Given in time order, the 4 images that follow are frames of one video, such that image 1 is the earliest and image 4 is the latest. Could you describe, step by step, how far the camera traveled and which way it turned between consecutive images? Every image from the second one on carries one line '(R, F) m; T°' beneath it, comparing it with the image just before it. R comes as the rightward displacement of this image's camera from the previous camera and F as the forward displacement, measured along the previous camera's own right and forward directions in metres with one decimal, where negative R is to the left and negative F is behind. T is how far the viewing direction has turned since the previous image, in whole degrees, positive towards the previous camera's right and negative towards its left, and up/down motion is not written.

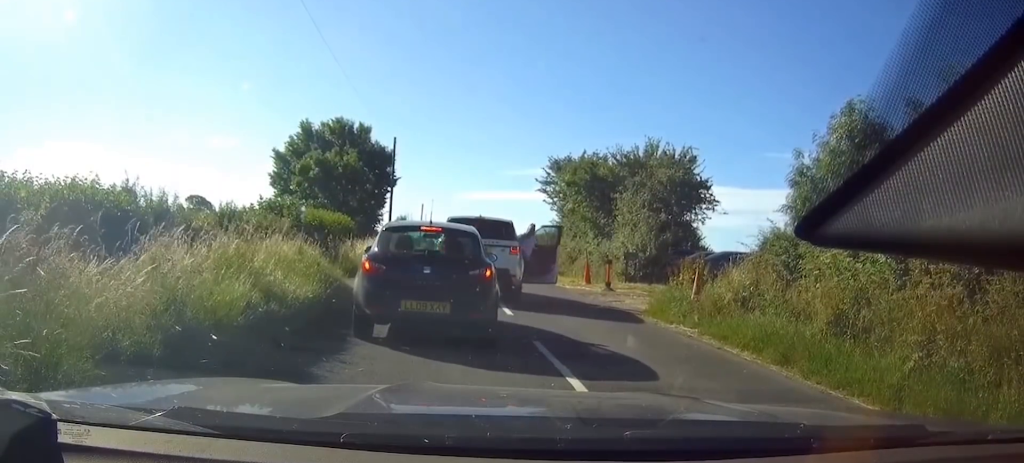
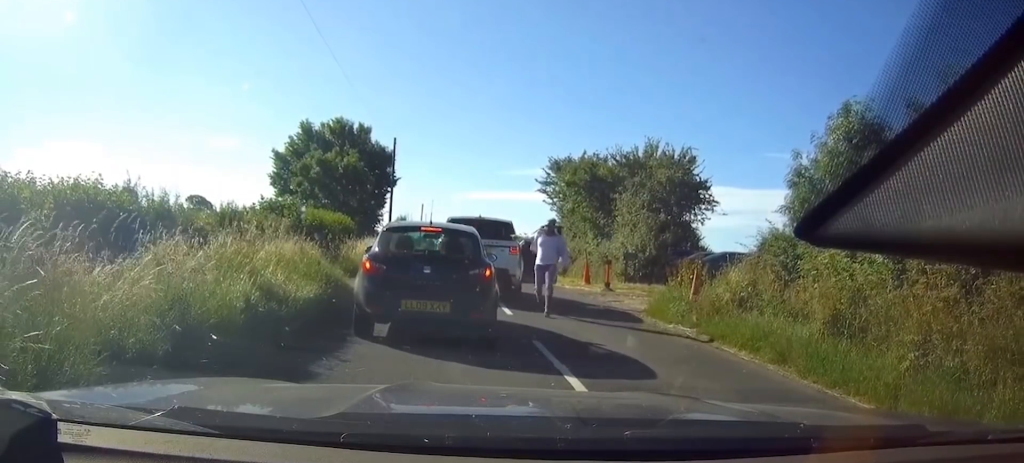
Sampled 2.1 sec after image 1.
(0.0, 0.0) m; 0°
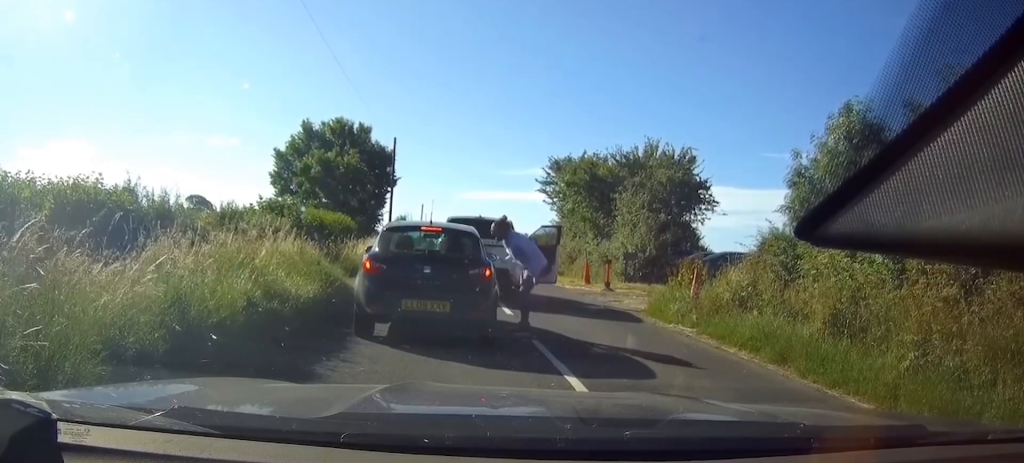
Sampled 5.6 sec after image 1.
(0.0, 0.0) m; 0°
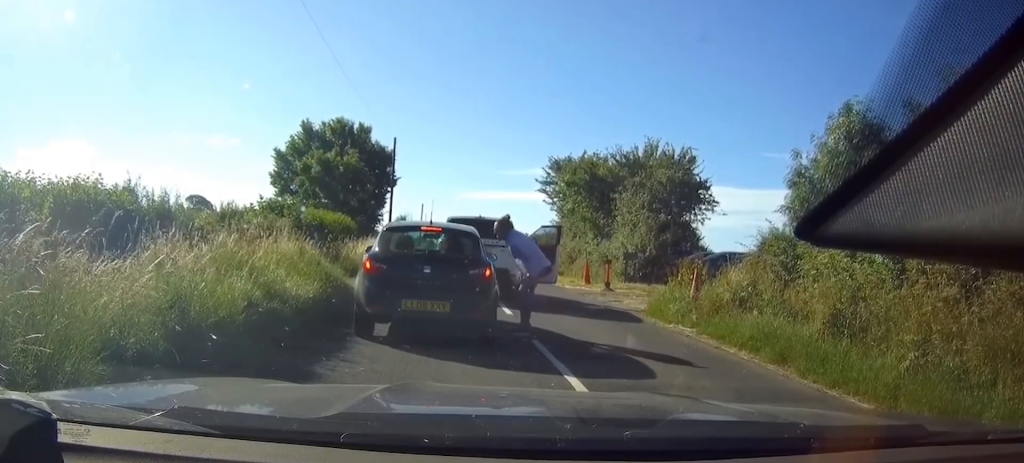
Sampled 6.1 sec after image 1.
(0.0, 0.0) m; 0°
